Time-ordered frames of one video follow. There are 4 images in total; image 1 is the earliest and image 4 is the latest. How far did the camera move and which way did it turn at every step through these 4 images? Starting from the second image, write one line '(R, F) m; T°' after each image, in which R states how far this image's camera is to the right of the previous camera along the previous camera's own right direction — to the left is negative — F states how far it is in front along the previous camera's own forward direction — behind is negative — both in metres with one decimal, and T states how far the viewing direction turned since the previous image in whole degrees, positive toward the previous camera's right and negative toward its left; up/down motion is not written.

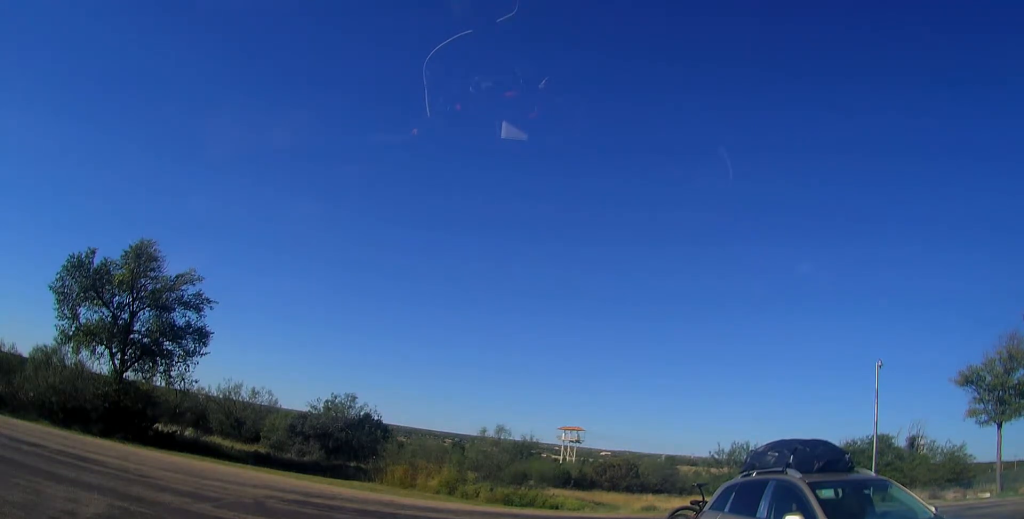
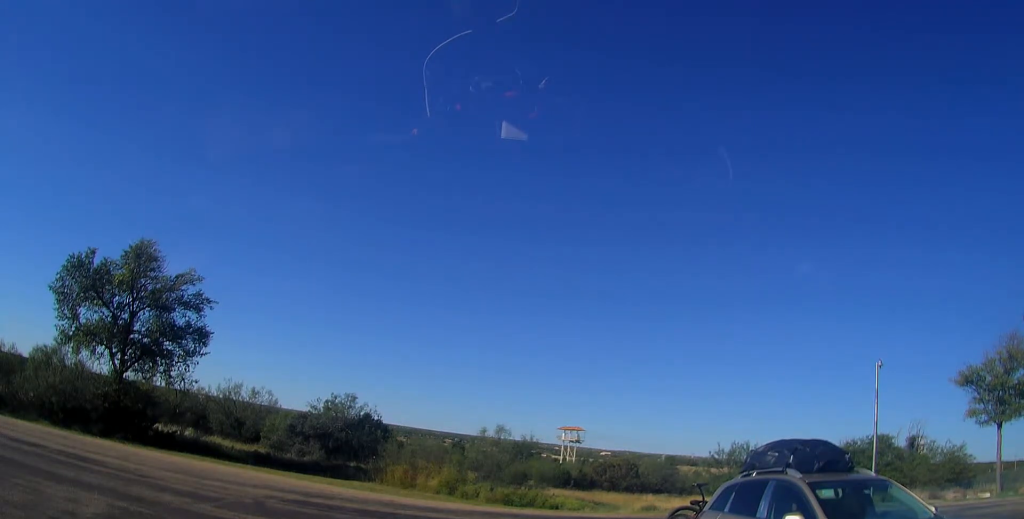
(0.0, 0.0) m; 0°
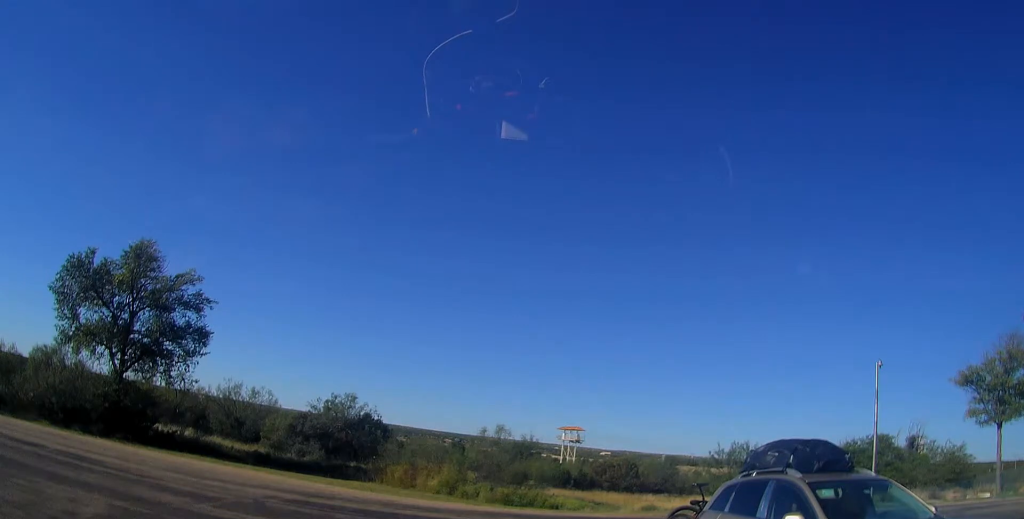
(0.0, 0.0) m; 0°
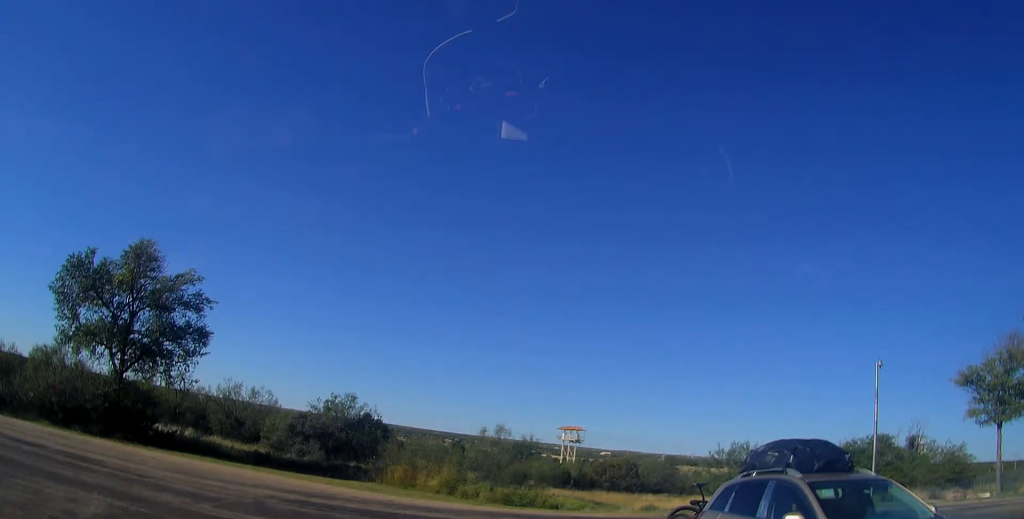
(0.0, 0.0) m; 0°
